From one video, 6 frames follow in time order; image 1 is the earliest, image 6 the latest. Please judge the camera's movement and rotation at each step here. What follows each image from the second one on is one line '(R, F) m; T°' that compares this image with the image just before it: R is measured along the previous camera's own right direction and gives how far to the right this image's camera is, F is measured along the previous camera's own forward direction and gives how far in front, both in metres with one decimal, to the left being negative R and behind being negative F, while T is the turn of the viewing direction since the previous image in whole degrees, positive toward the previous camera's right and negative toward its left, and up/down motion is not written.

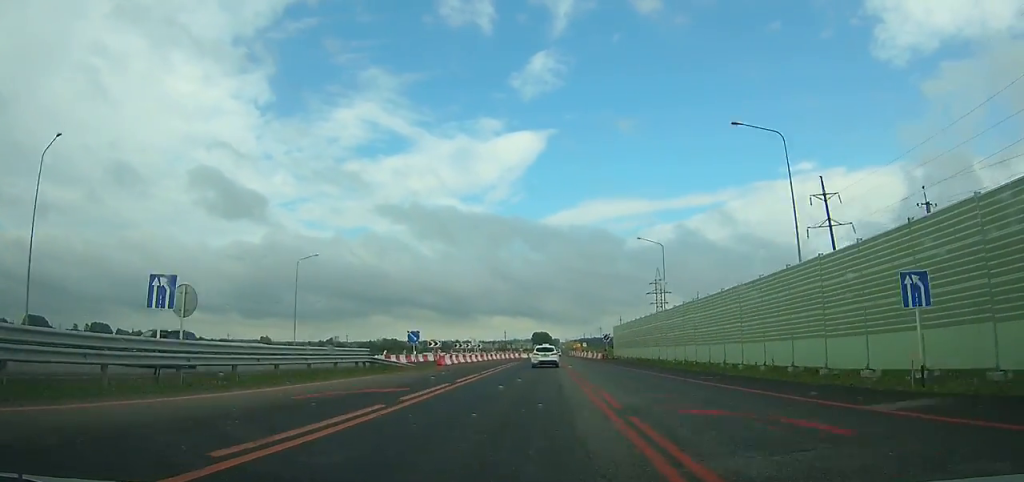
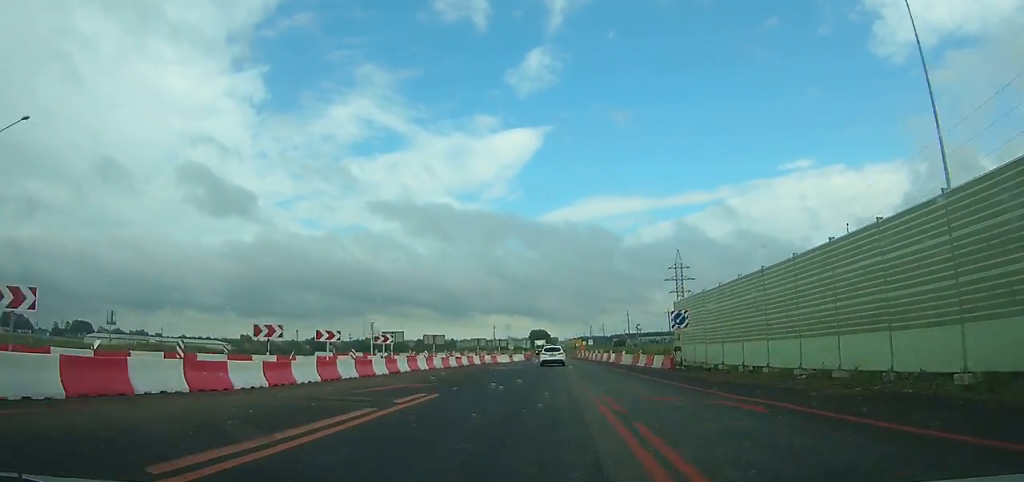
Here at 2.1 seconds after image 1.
(+0.3, +40.8) m; +1°
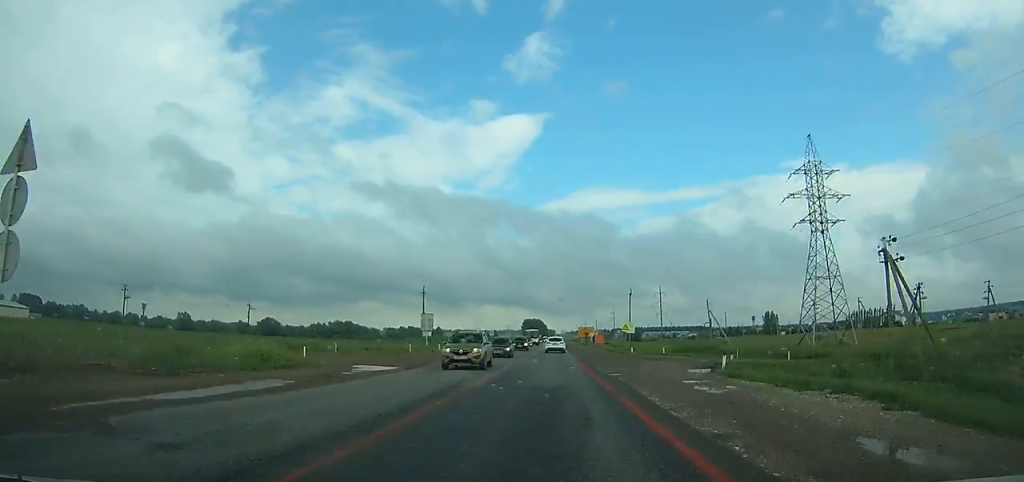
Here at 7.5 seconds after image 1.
(+0.8, +107.1) m; 0°
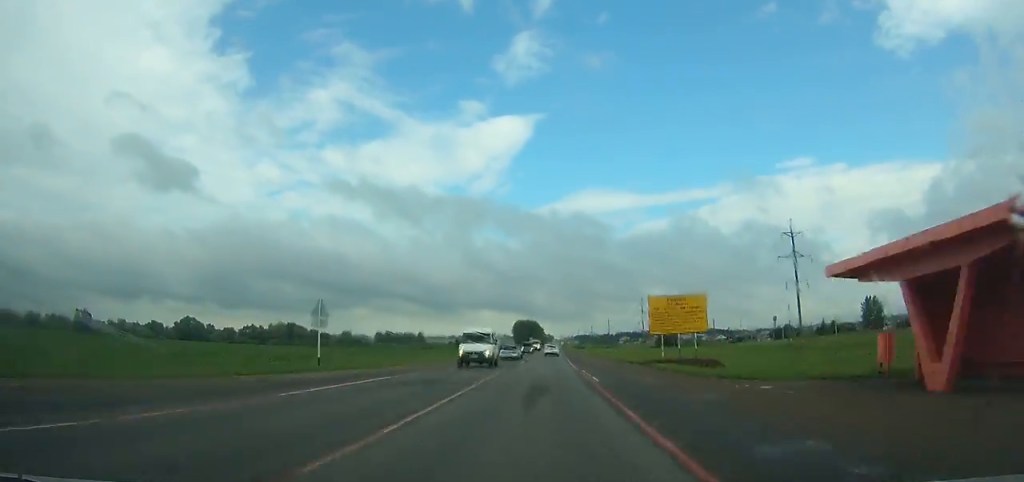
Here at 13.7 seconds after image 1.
(+0.1, +128.5) m; 0°
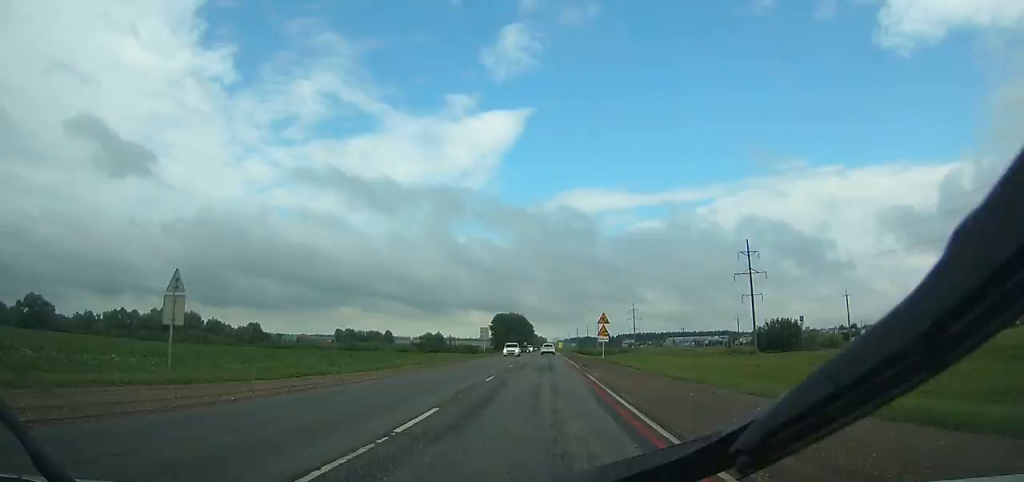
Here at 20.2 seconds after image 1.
(-0.2, +144.4) m; 0°
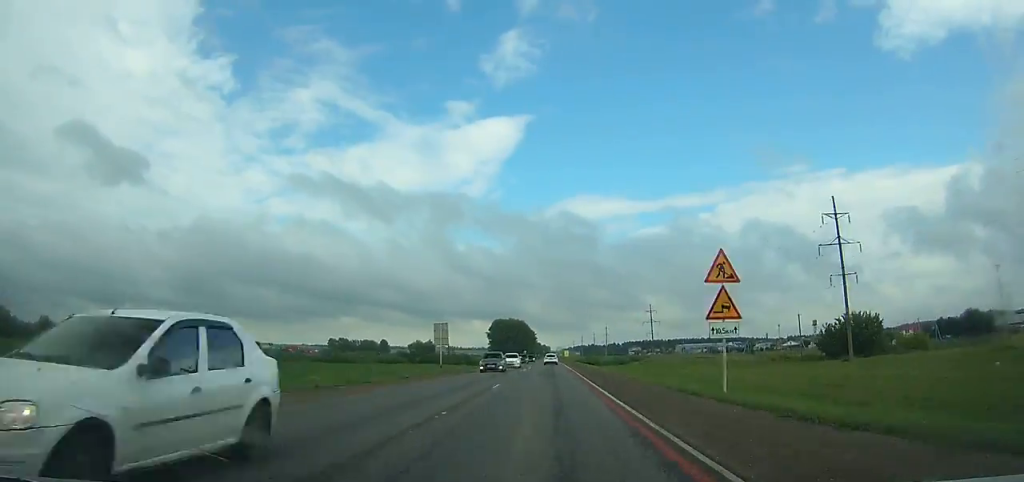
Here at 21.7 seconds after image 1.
(0.0, +34.6) m; 0°
